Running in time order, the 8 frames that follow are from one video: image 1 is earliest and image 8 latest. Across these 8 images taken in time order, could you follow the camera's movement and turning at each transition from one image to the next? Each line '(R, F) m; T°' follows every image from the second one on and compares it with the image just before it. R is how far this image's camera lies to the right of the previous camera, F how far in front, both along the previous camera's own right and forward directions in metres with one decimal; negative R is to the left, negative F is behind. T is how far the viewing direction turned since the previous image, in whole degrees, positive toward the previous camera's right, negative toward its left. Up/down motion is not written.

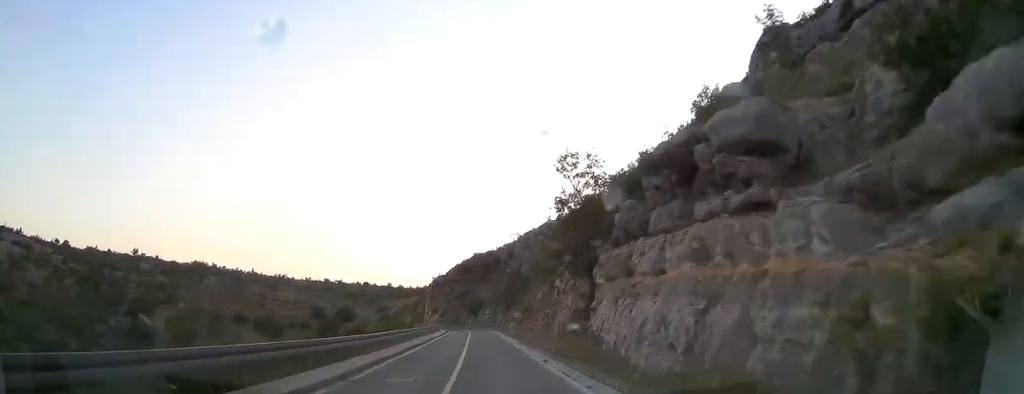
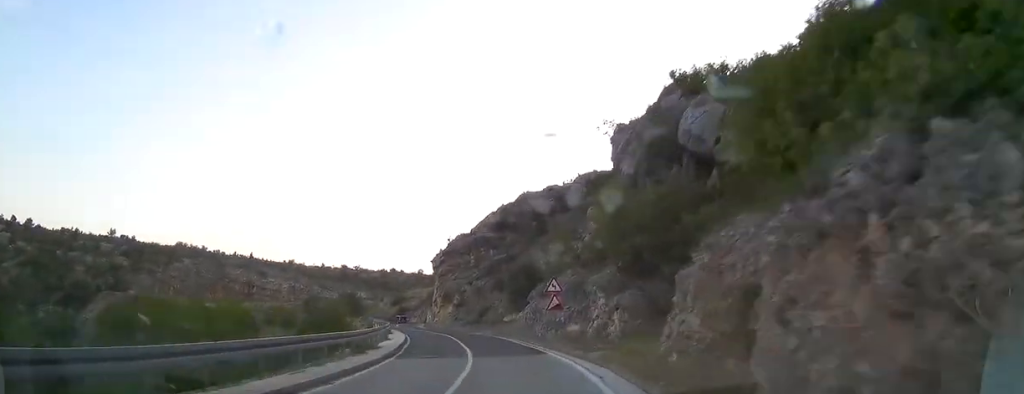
(-3.0, +51.6) m; -8°
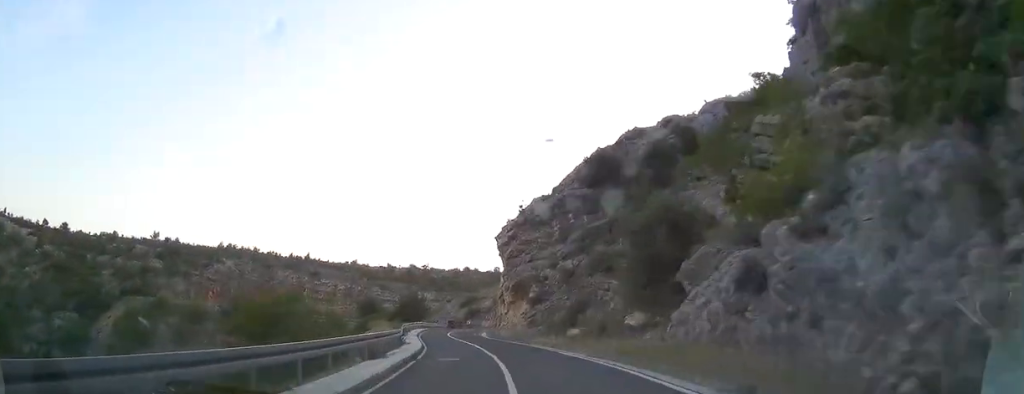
(-1.0, +20.1) m; -4°
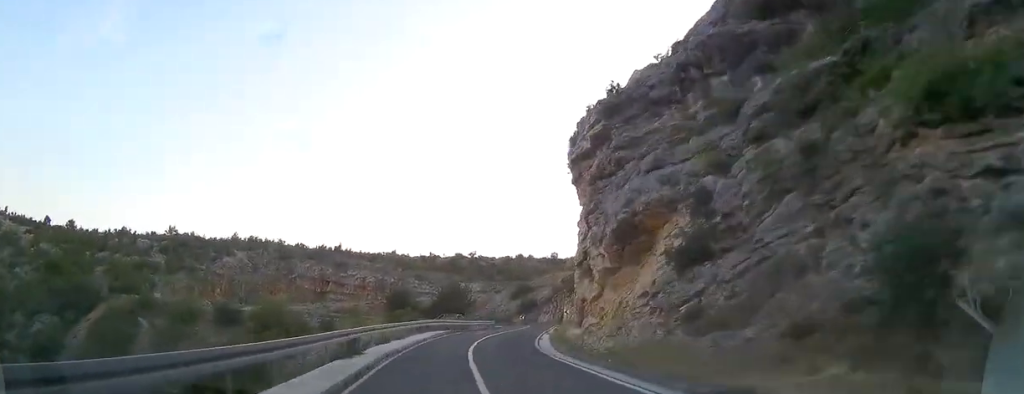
(-0.5, +22.1) m; -4°
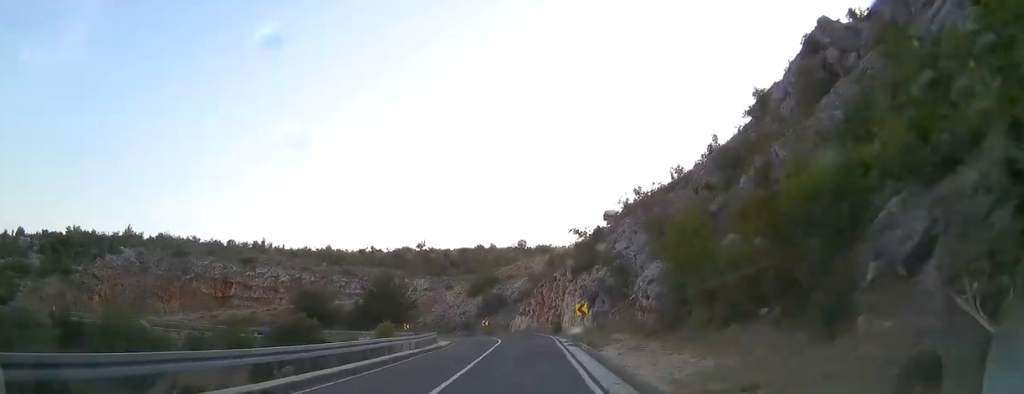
(-2.3, +30.2) m; -1°
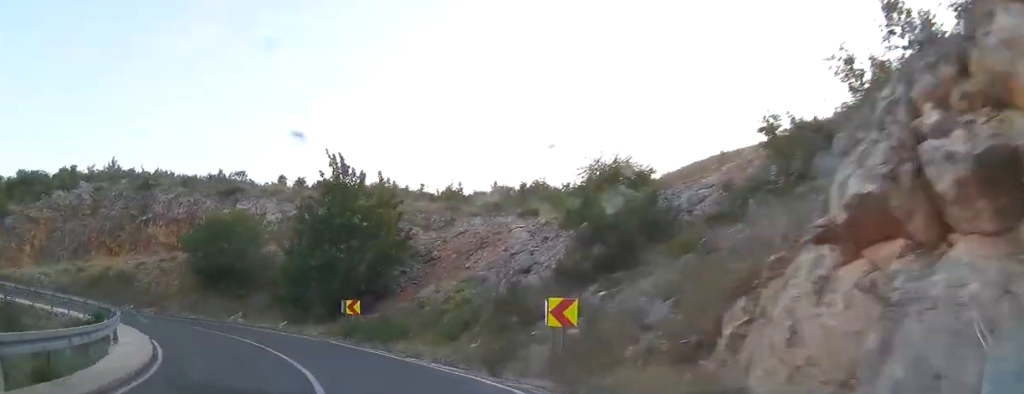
(-0.6, +46.4) m; -21°
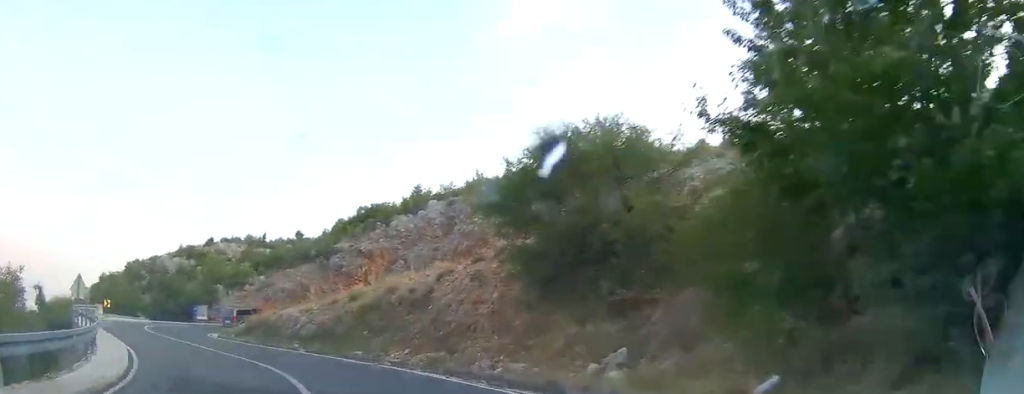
(-6.8, +19.5) m; -40°
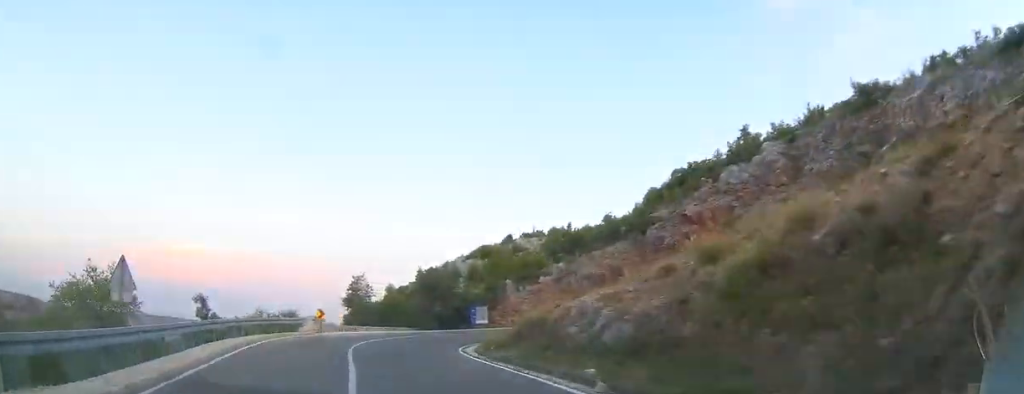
(-3.8, +11.4) m; -23°
